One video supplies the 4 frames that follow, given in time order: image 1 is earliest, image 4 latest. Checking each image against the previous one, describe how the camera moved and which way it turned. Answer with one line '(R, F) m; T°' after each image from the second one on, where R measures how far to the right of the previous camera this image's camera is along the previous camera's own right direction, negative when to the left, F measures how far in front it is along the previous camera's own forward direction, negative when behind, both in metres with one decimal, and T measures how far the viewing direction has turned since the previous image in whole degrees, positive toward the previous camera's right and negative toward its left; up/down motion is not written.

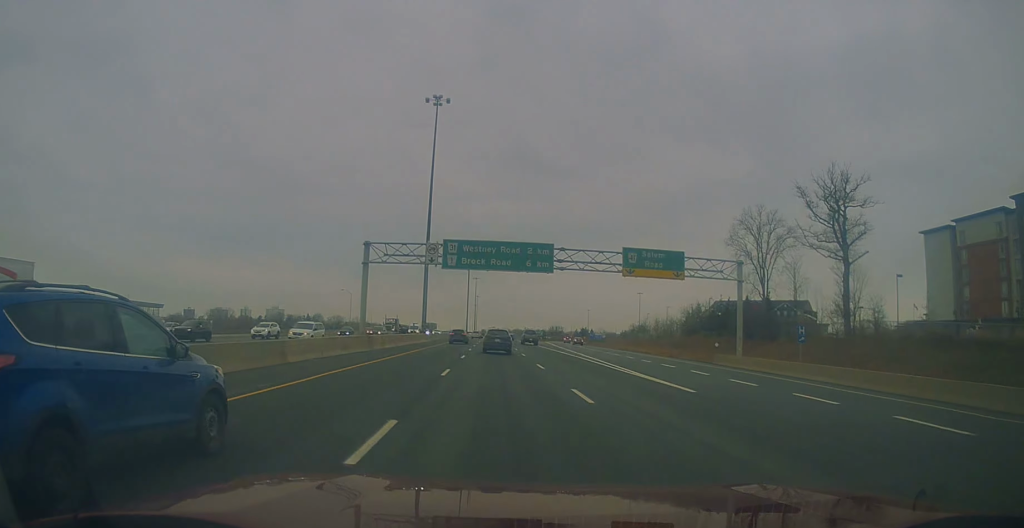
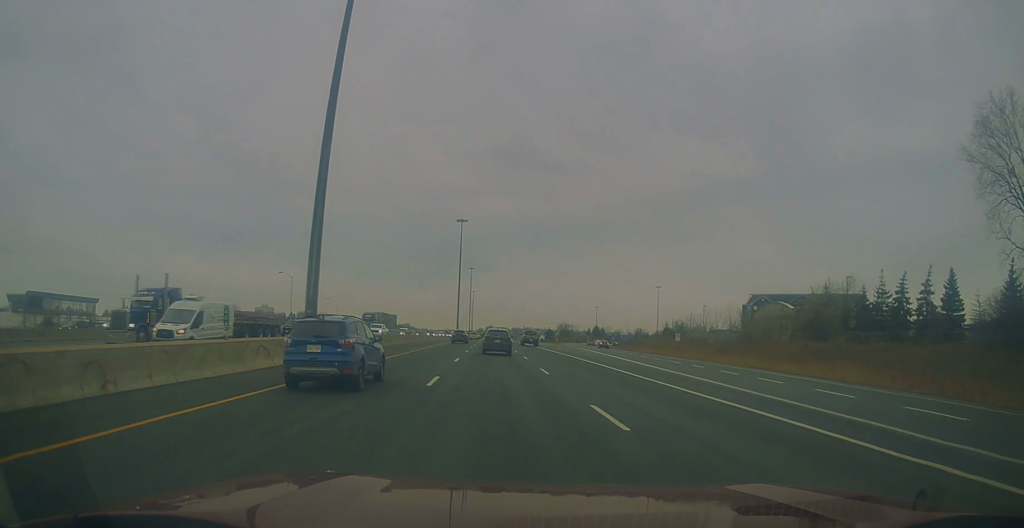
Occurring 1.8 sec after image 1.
(+0.2, +52.1) m; 0°
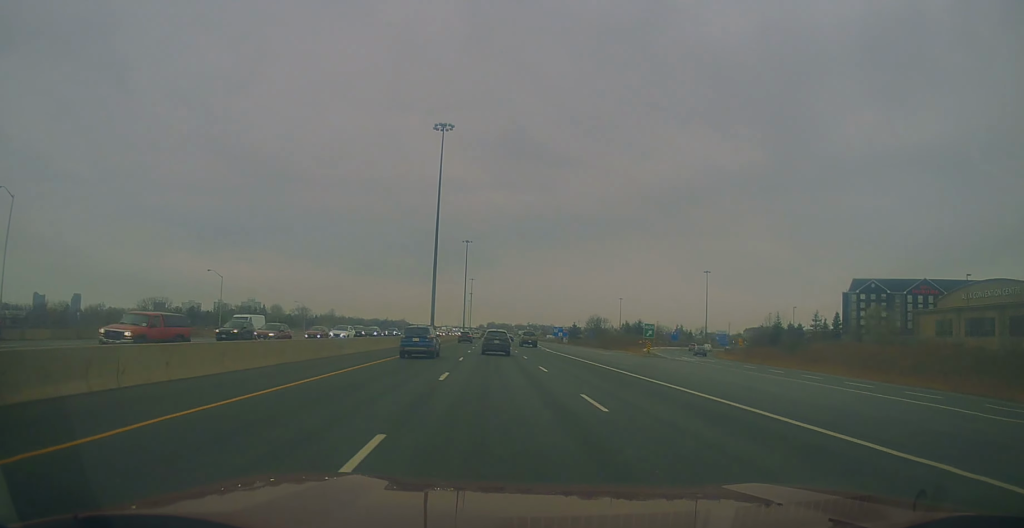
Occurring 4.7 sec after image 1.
(-0.1, +83.4) m; 0°
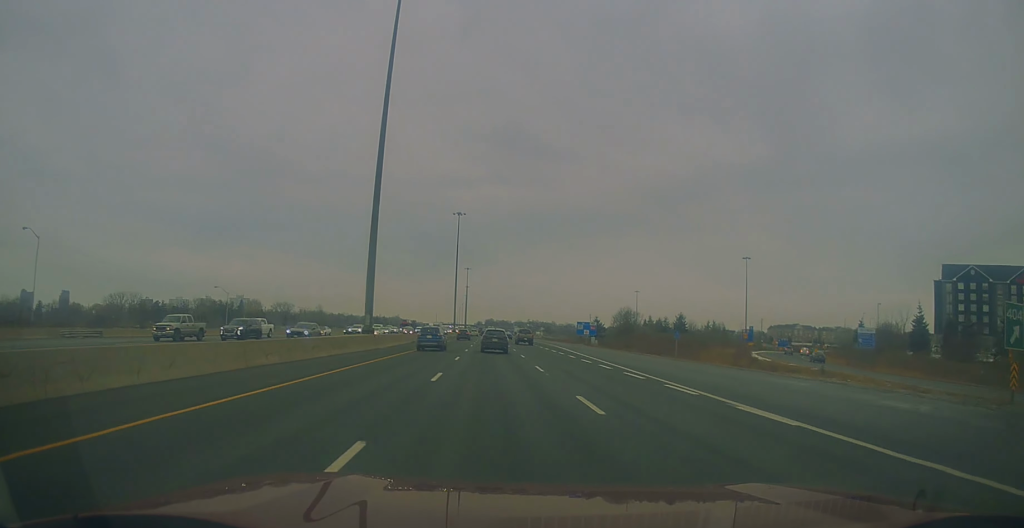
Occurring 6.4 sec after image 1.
(+1.0, +49.4) m; +1°
